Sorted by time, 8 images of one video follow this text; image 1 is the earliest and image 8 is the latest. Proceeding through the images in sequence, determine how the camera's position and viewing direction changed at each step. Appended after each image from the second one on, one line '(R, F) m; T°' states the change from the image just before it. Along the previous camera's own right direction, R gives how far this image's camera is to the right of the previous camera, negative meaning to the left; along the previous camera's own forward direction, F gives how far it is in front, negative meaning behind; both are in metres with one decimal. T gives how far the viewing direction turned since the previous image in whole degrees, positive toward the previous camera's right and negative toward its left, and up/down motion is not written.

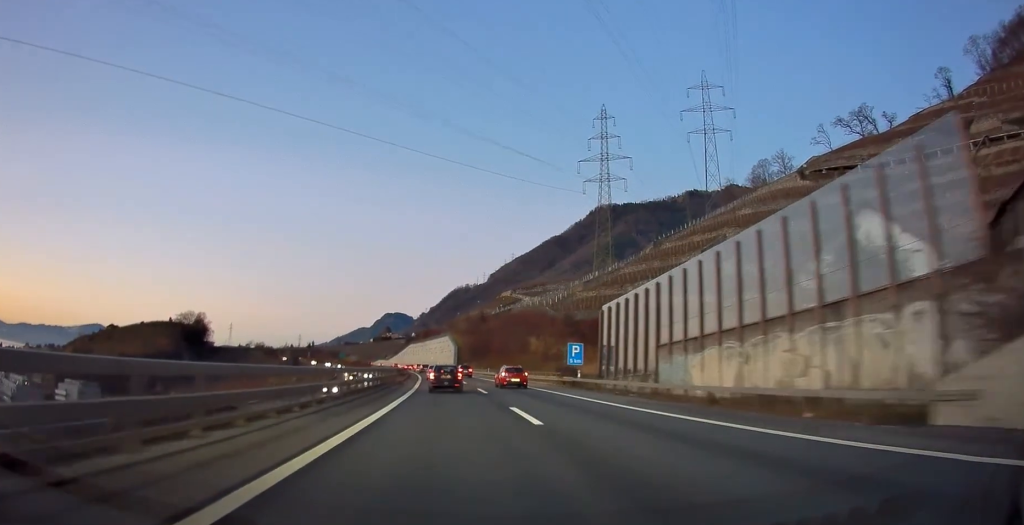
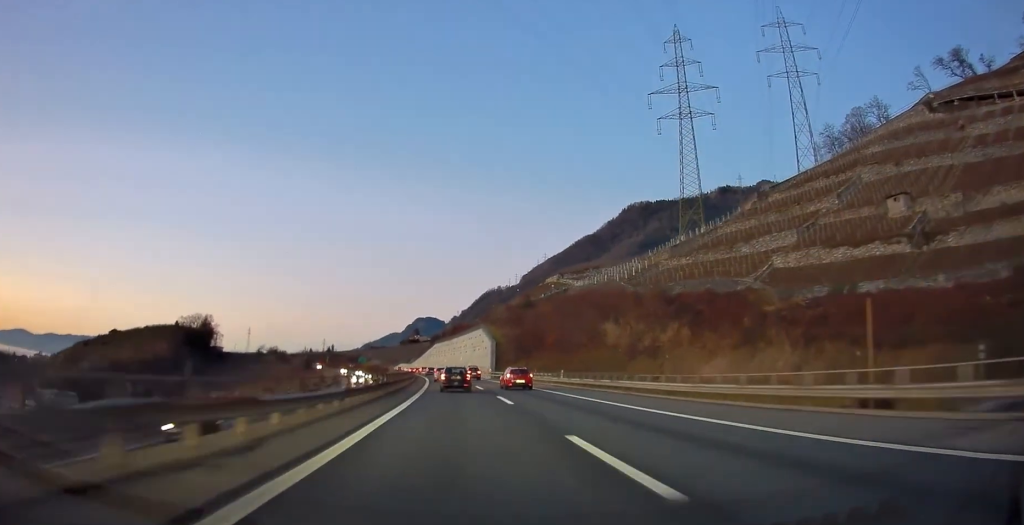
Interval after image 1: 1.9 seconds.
(-1.4, +43.8) m; -4°
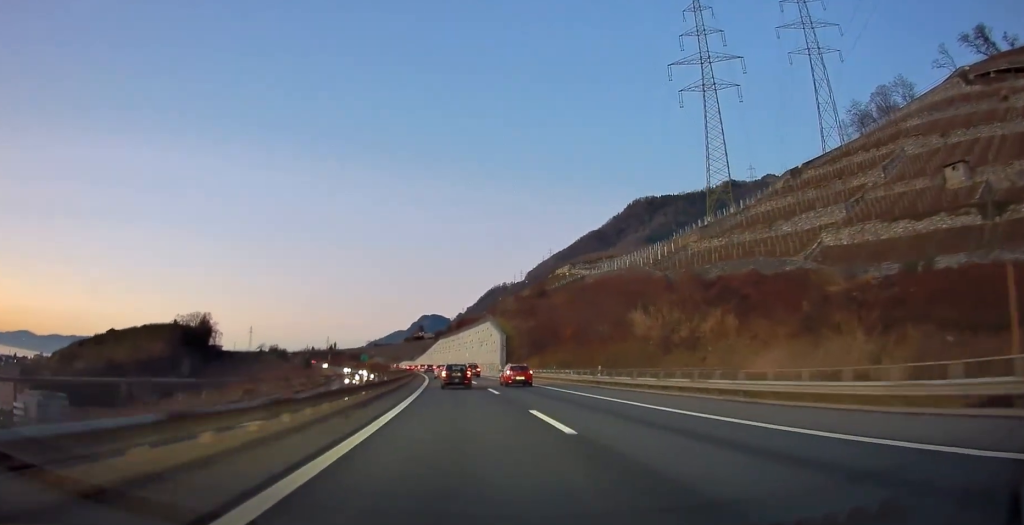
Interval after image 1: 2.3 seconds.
(-0.1, +11.2) m; -1°
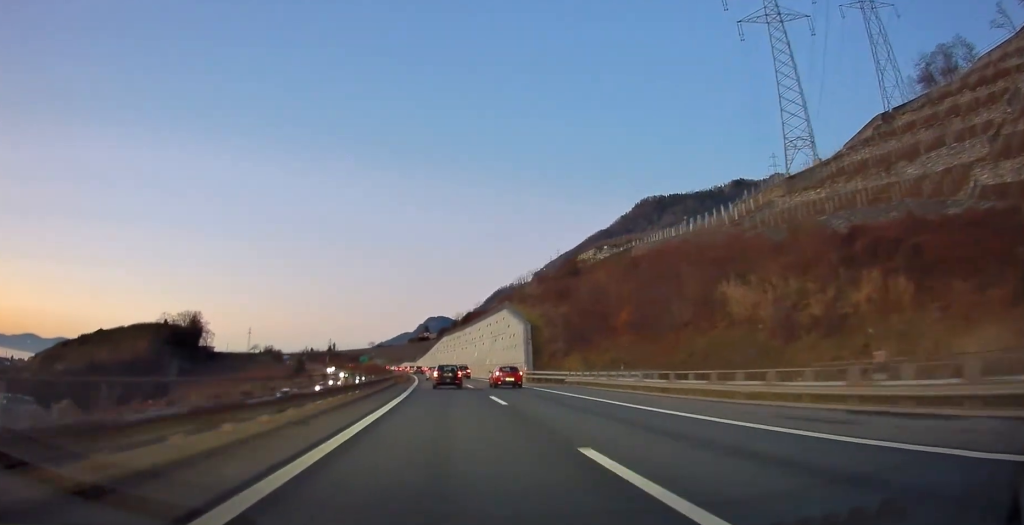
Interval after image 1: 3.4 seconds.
(-0.4, +26.6) m; -1°
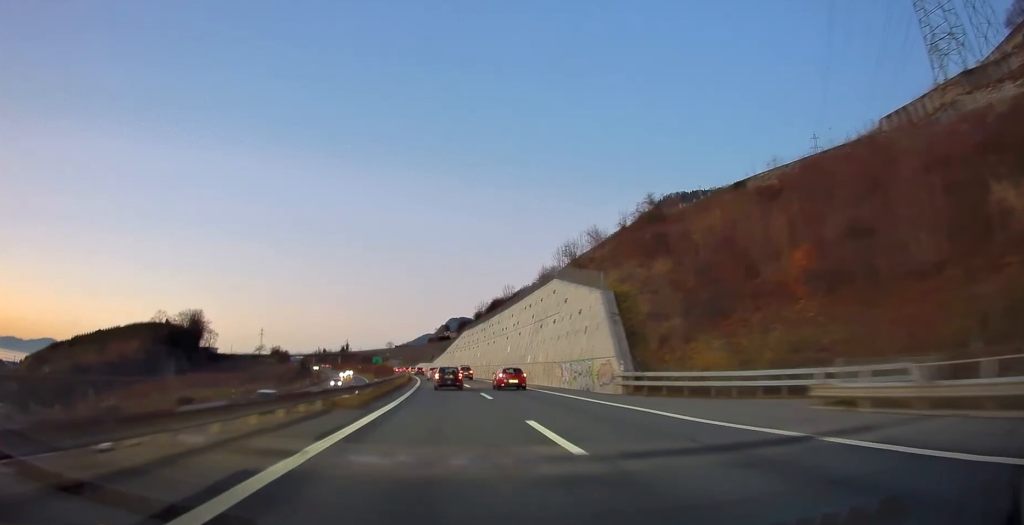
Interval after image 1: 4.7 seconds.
(-0.3, +30.0) m; -1°
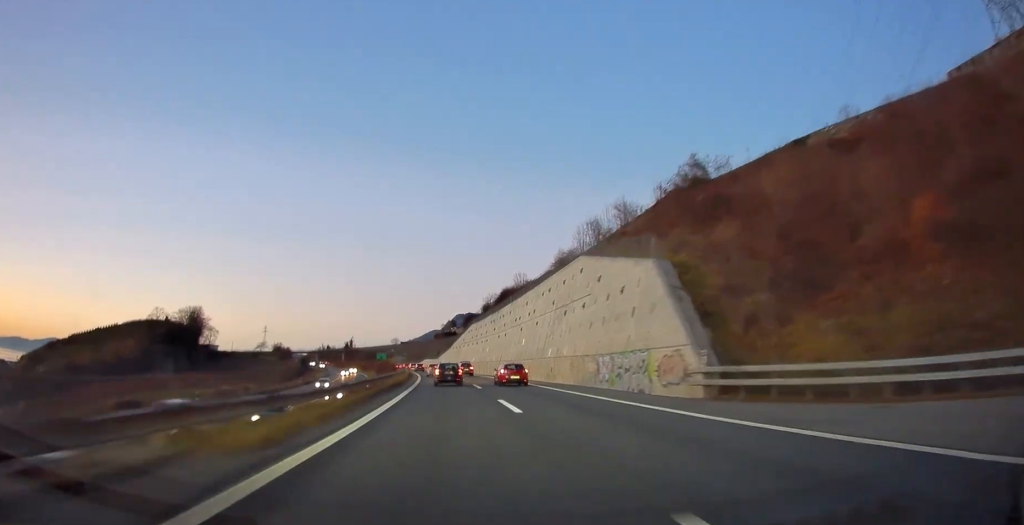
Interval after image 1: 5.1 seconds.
(0.0, +10.5) m; -1°
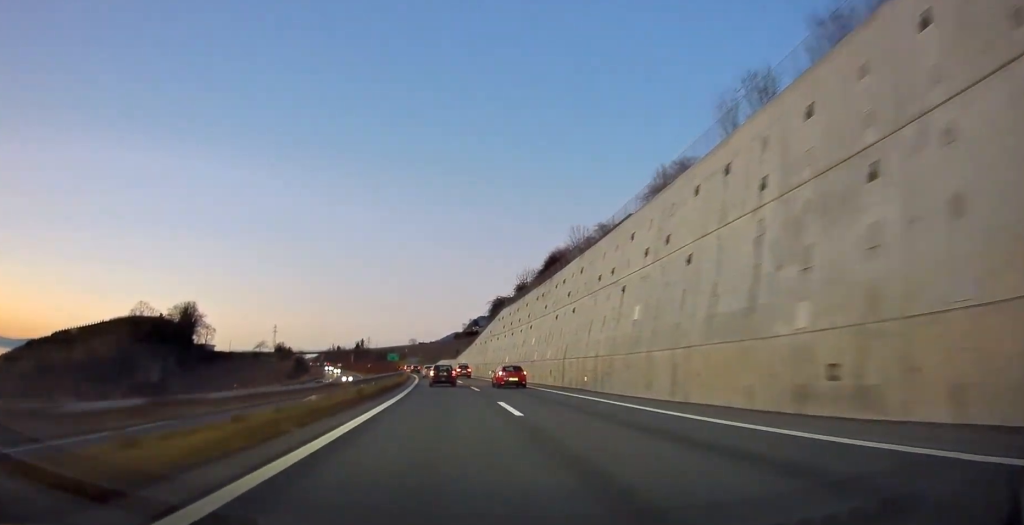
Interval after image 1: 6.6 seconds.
(-0.7, +36.6) m; -2°
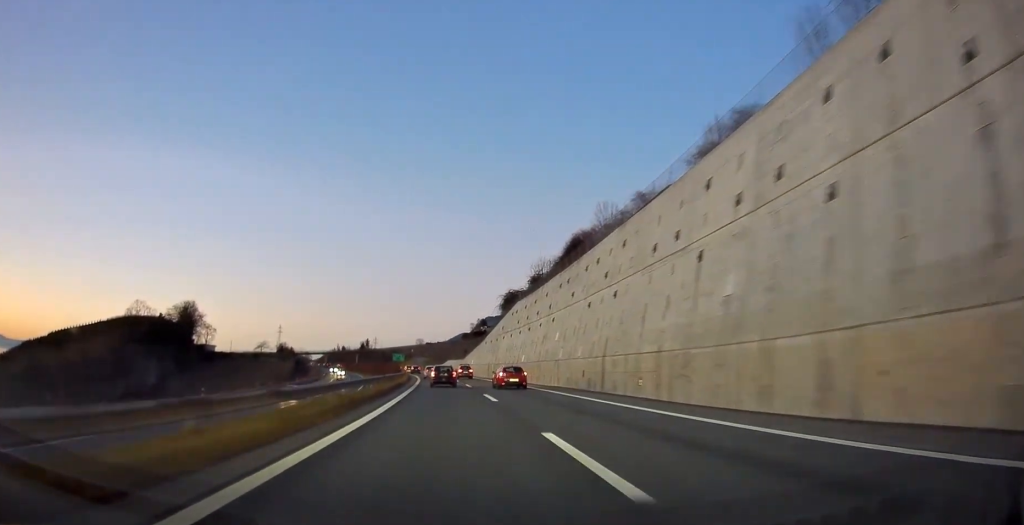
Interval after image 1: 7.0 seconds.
(+0.1, +9.8) m; -1°
